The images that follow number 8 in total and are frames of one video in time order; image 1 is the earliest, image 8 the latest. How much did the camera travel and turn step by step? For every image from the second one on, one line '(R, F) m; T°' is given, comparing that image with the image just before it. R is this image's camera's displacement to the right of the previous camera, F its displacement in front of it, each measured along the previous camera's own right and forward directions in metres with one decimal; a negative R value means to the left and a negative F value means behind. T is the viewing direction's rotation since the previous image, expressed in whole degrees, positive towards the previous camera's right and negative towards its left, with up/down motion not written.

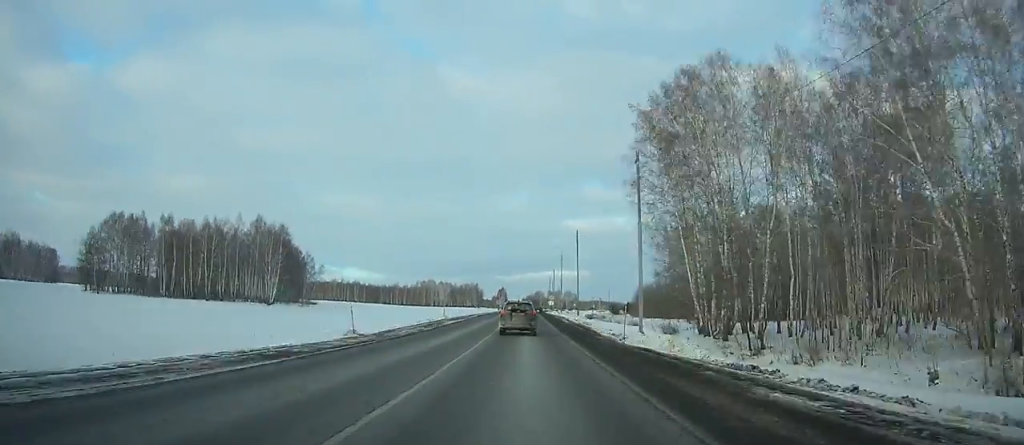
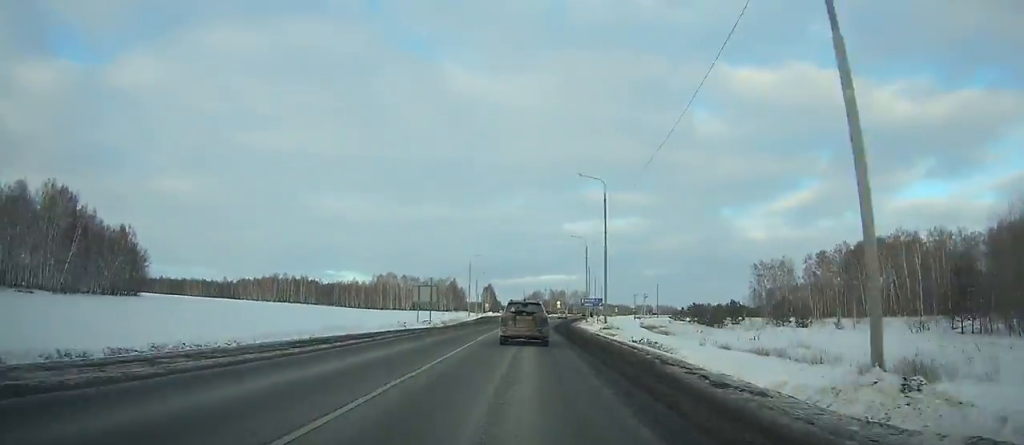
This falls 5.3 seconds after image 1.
(0.0, +126.7) m; +1°
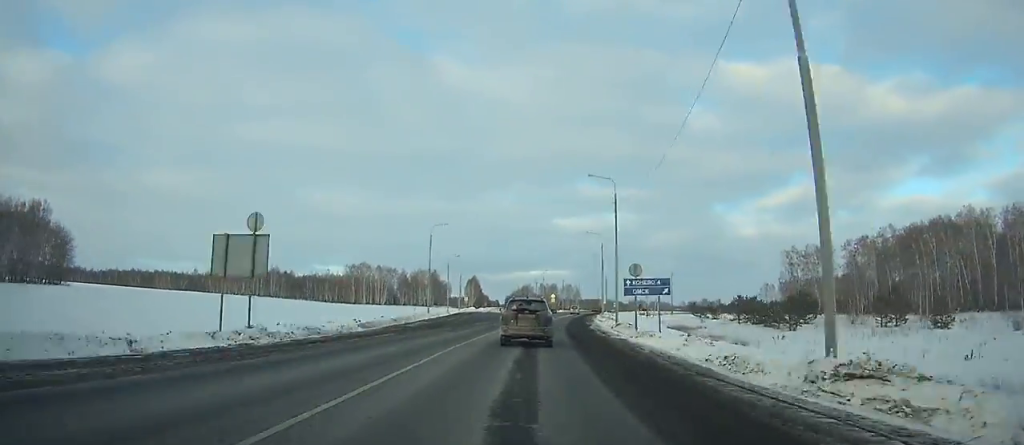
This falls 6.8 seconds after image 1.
(-0.4, +34.2) m; +1°
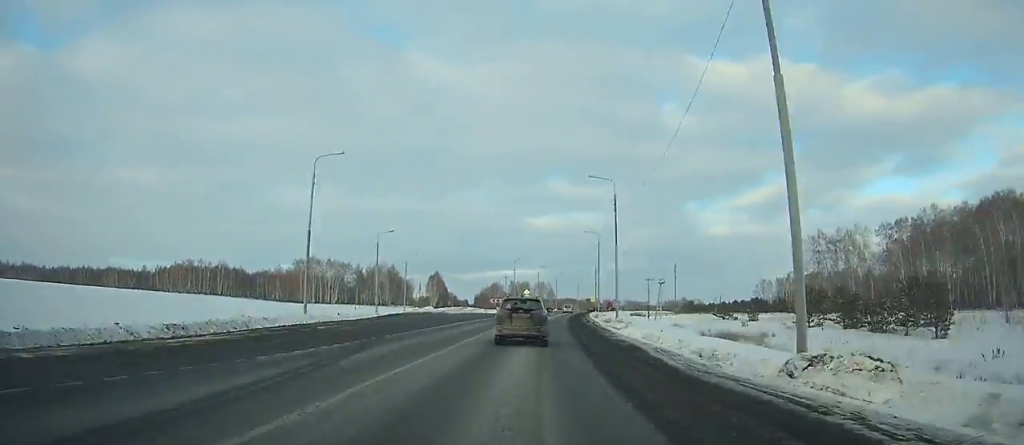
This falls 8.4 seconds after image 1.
(+0.8, +35.1) m; +2°
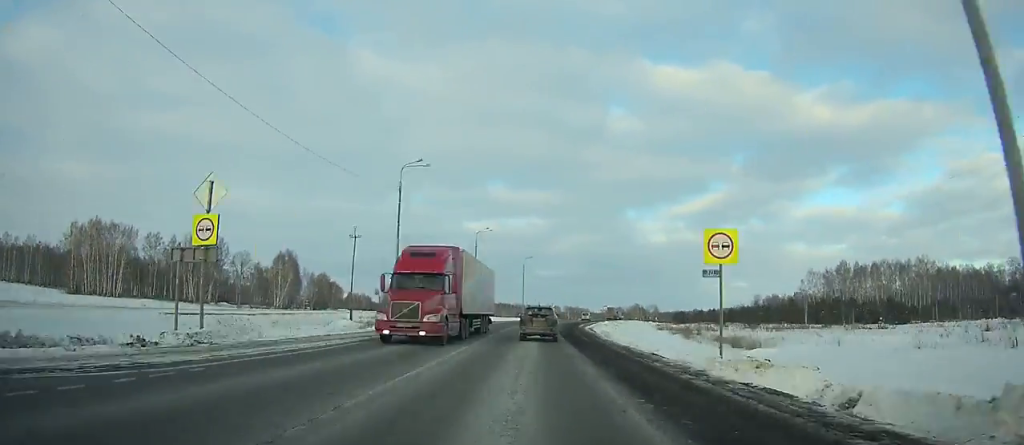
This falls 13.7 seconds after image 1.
(+7.4, +113.8) m; +7°
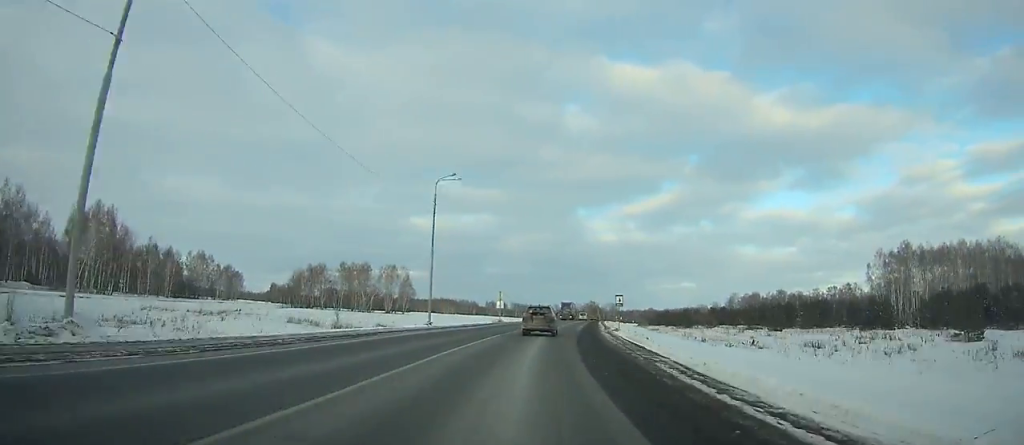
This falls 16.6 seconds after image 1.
(+1.8, +63.6) m; +5°
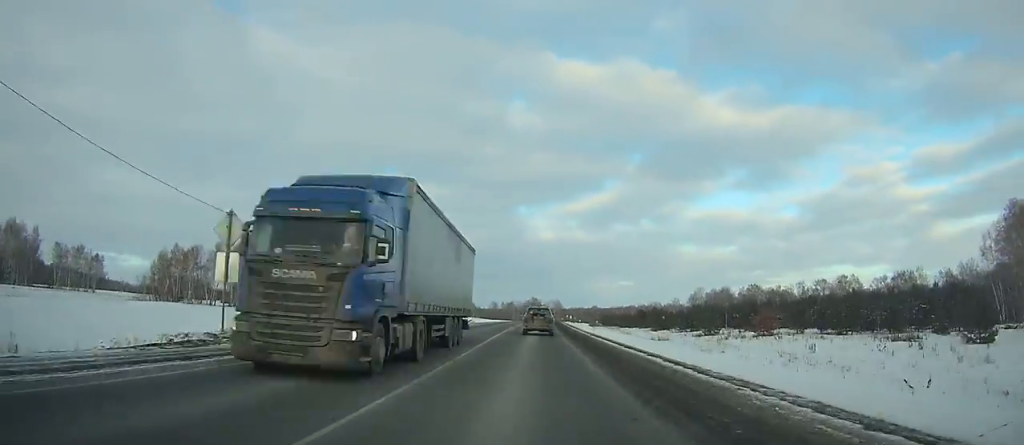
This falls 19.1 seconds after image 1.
(+2.2, +56.8) m; +5°
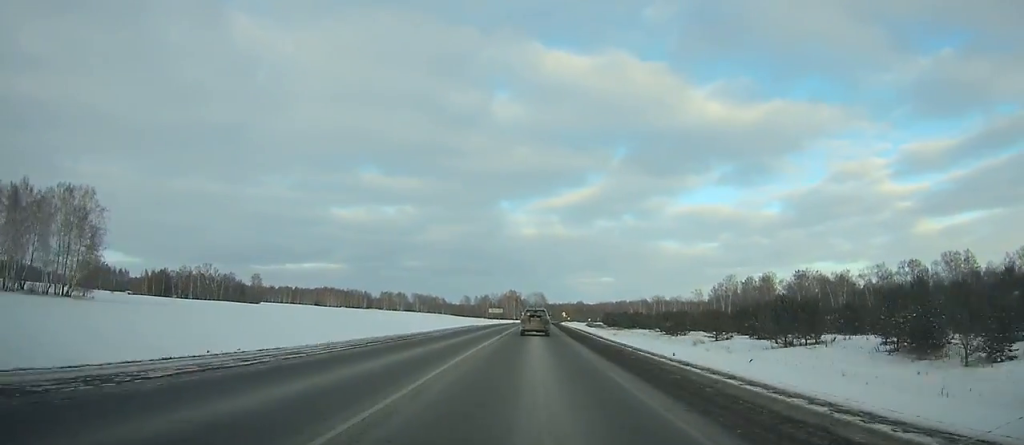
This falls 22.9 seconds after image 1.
(+4.2, +91.6) m; +3°
